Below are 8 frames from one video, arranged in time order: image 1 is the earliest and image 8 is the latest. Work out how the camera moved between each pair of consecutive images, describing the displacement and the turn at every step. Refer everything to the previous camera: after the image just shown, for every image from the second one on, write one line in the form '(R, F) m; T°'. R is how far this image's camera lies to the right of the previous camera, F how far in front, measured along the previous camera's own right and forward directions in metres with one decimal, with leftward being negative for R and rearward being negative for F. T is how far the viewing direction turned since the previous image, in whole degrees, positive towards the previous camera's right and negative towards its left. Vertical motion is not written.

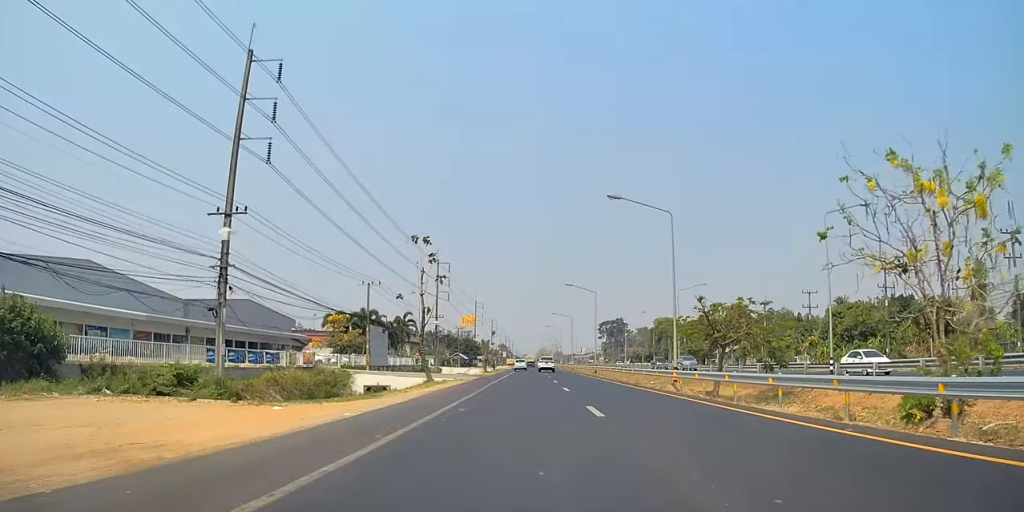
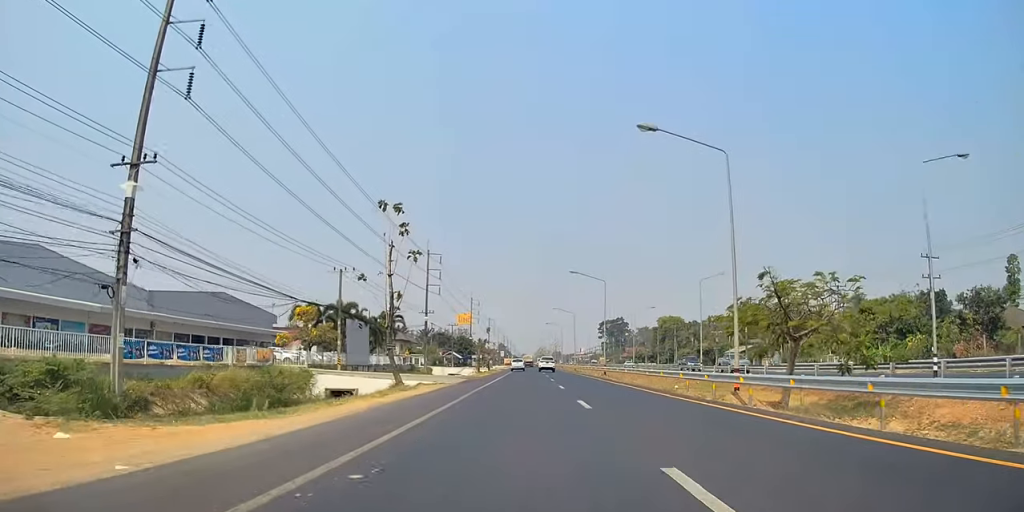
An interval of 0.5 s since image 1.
(0.0, +9.7) m; 0°
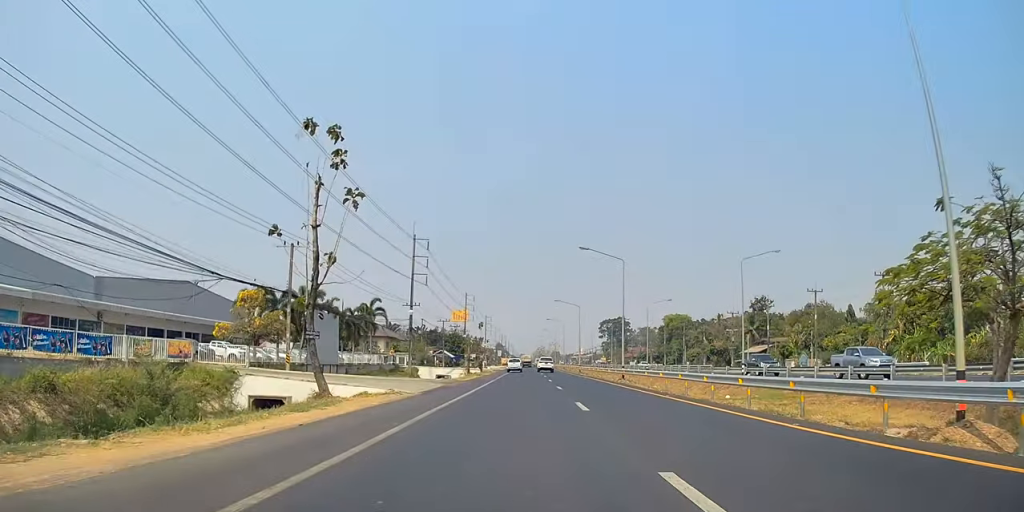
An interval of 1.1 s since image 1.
(-0.1, +11.9) m; 0°
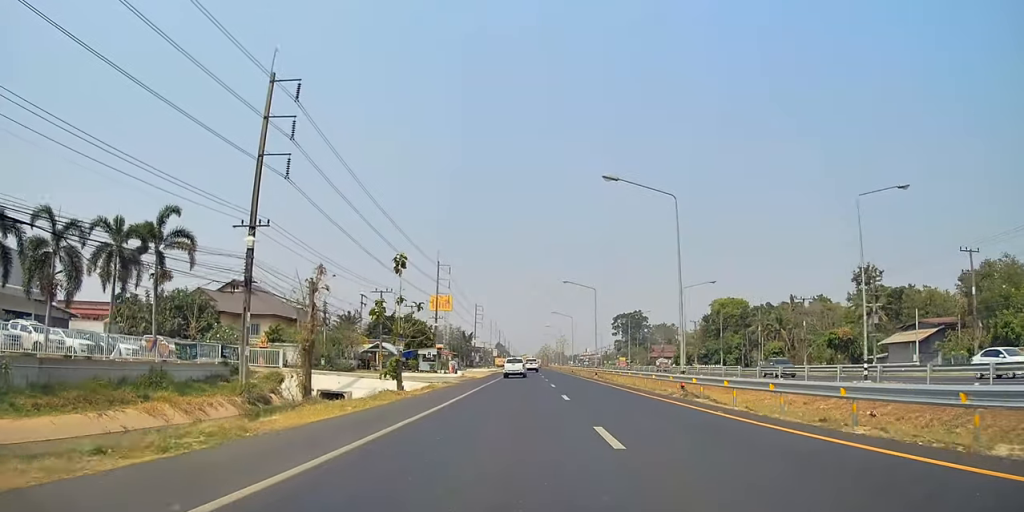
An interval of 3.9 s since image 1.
(-0.1, +56.3) m; +1°
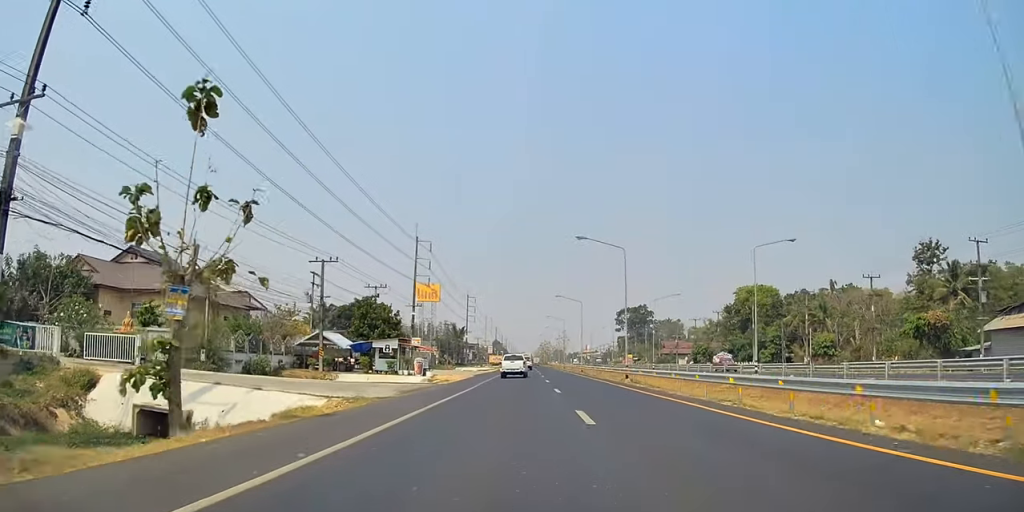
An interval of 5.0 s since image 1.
(+0.2, +21.0) m; 0°
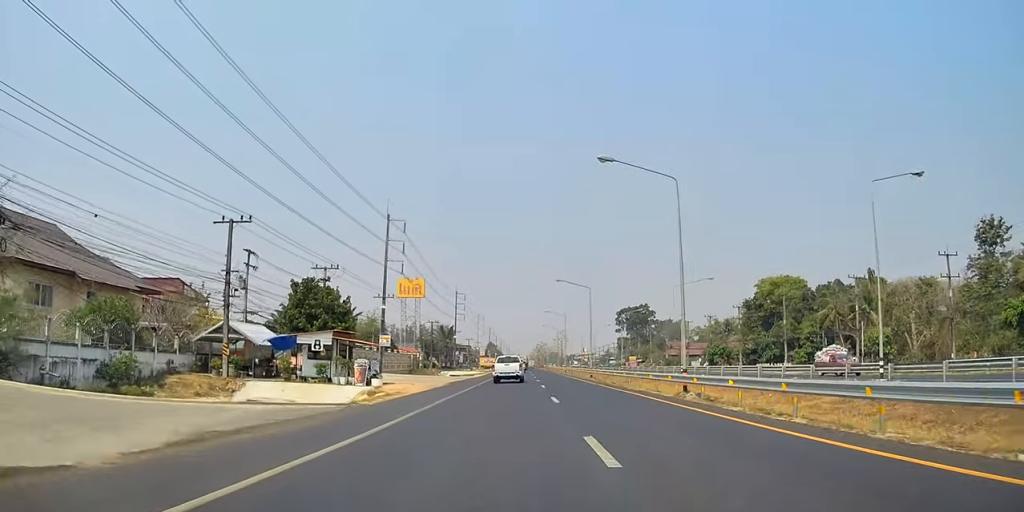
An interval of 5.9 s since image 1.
(-0.2, +17.6) m; 0°
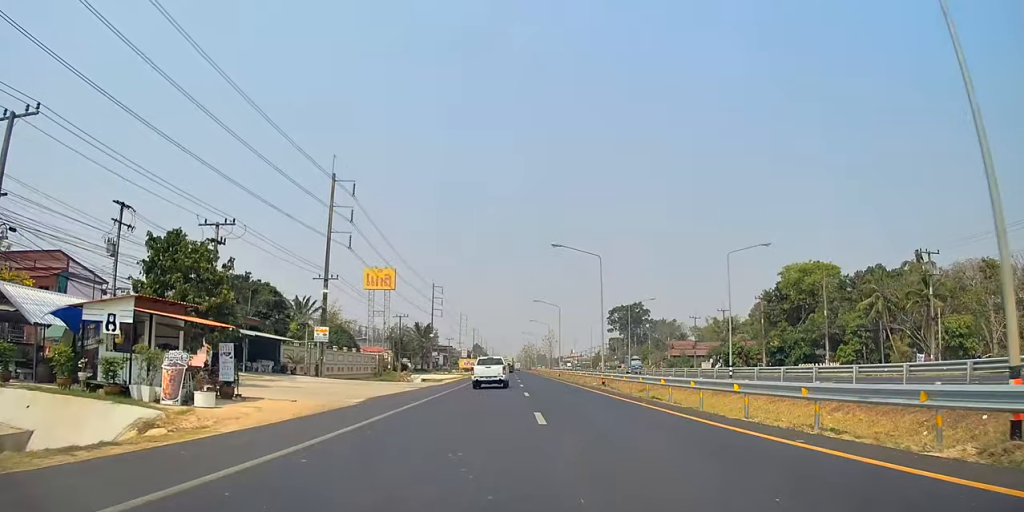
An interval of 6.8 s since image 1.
(+0.1, +18.8) m; +1°
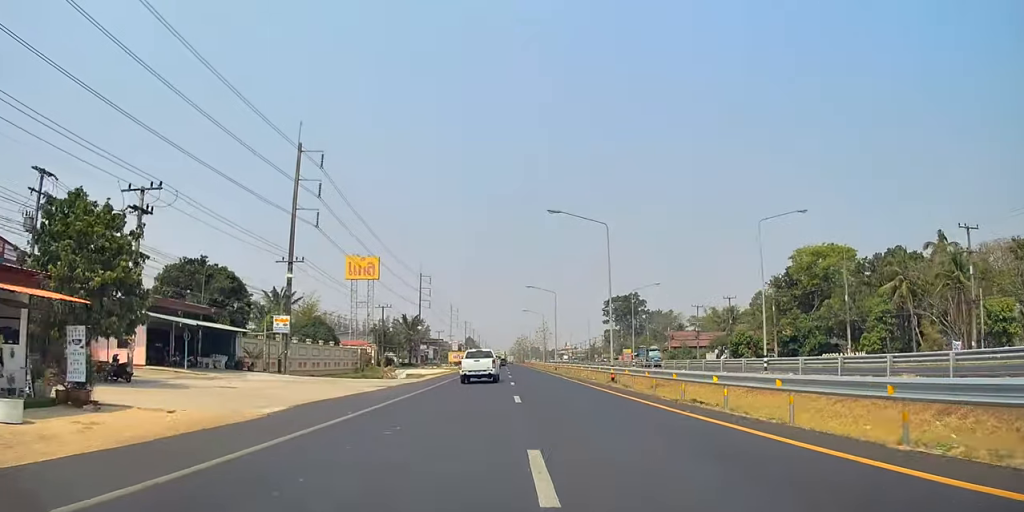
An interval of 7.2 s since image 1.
(0.0, +7.9) m; 0°
